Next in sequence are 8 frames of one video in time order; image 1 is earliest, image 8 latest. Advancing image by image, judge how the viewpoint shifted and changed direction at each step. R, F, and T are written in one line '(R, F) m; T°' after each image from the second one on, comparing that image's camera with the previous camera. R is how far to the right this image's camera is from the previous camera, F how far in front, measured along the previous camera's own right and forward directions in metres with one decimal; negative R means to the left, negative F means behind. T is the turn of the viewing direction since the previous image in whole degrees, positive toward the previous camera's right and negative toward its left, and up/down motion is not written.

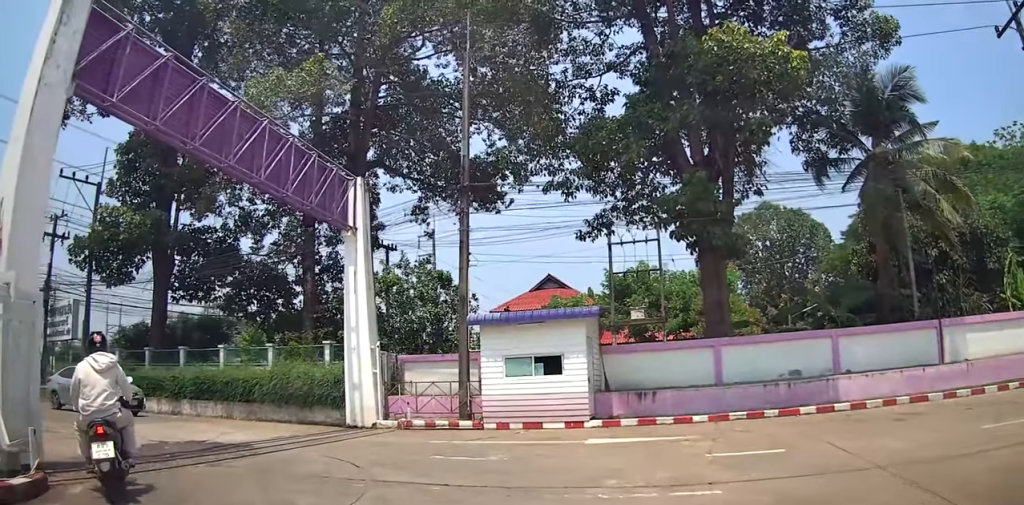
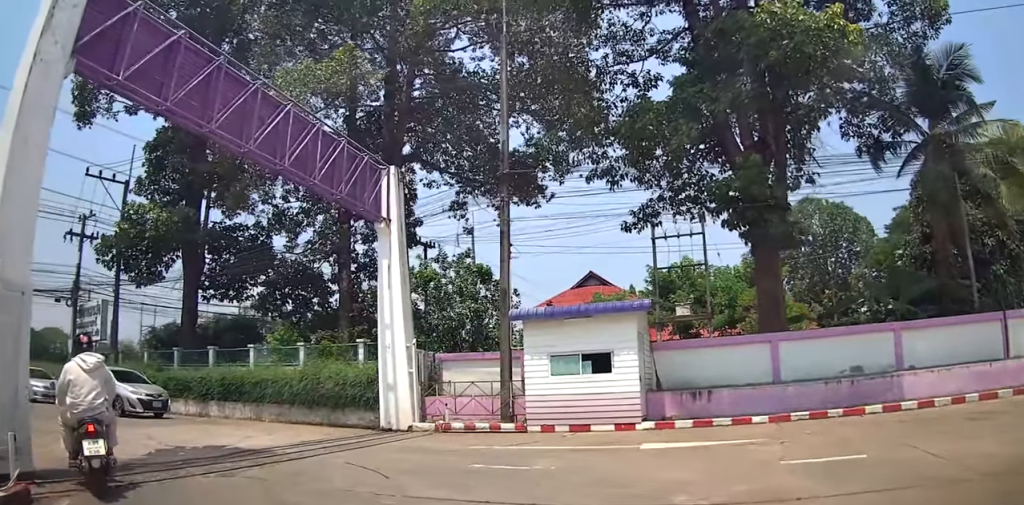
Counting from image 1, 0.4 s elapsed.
(-0.1, +1.9) m; -4°
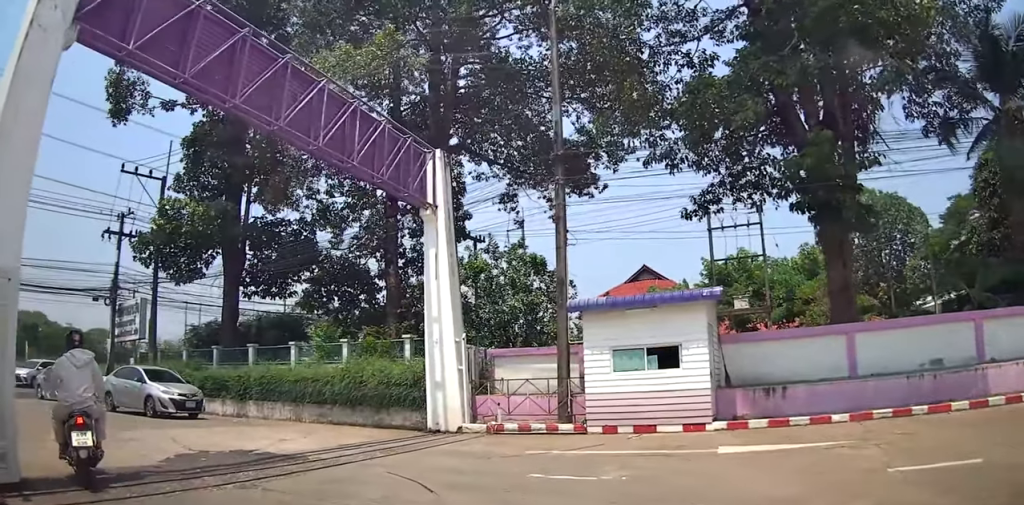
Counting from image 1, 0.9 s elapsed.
(-0.1, +2.1) m; -4°
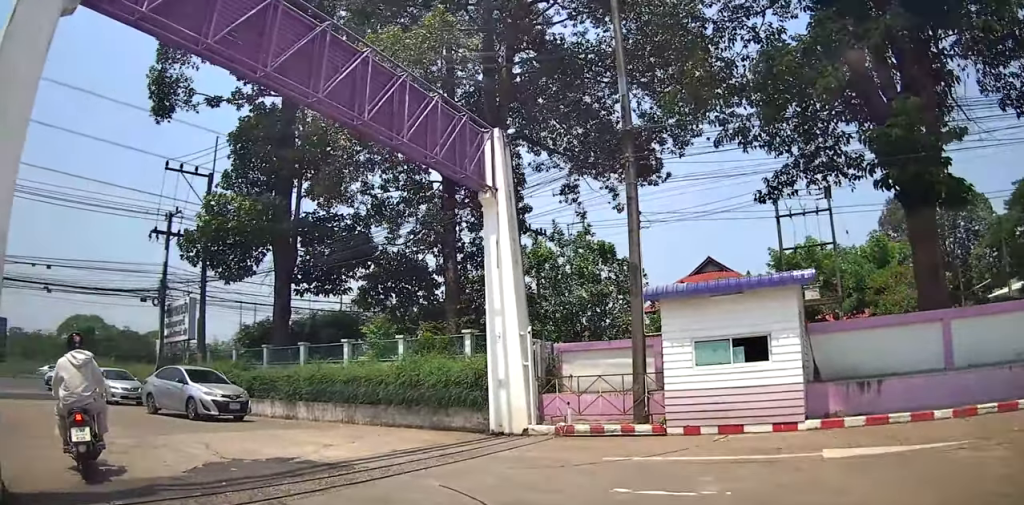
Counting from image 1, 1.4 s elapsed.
(-0.1, +2.3) m; -3°
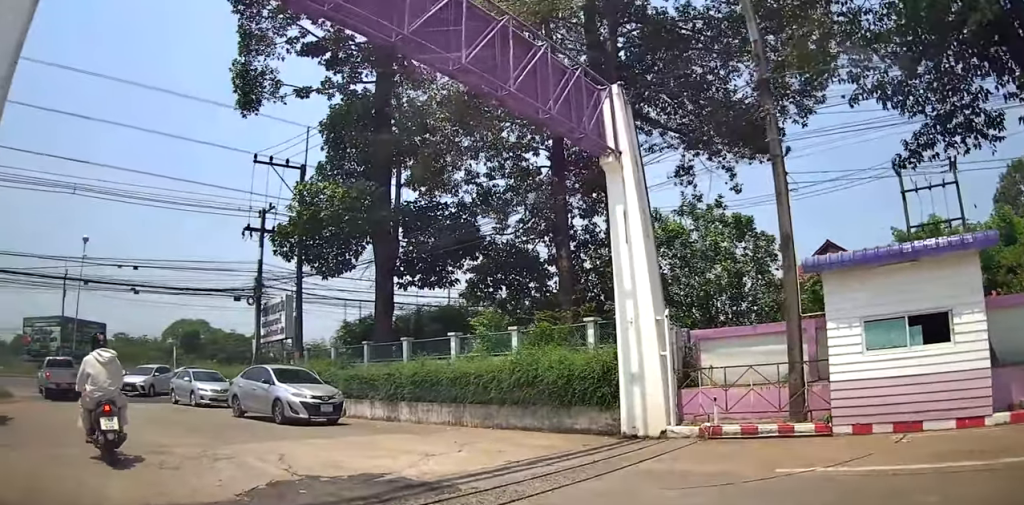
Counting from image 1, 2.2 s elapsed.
(-0.2, +3.3) m; -4°
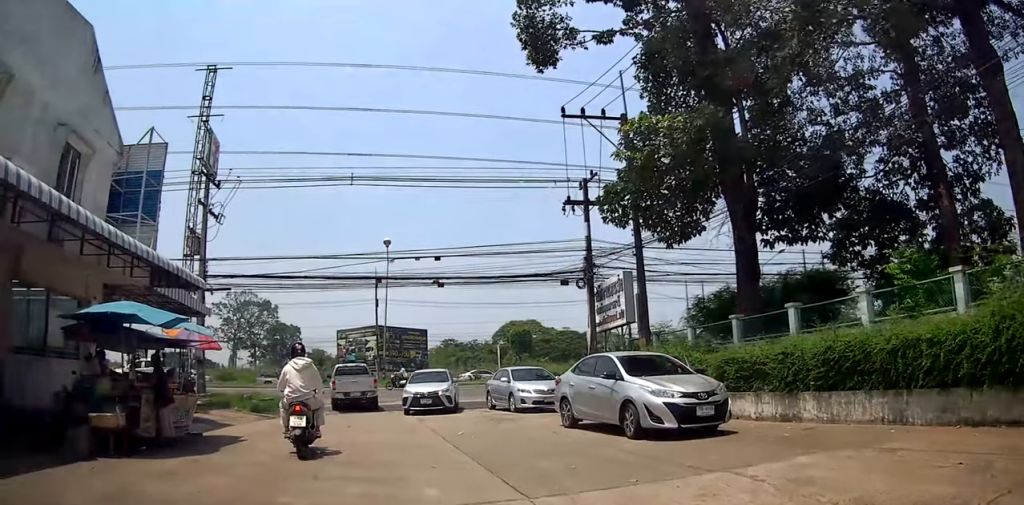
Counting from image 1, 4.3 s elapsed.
(-3.1, +9.2) m; -37°
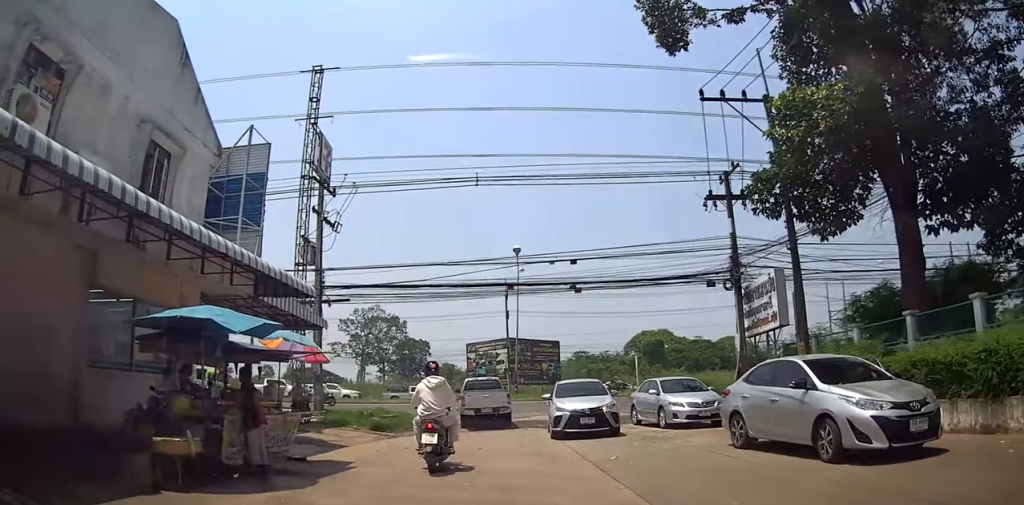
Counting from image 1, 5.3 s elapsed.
(-0.1, +4.3) m; -13°
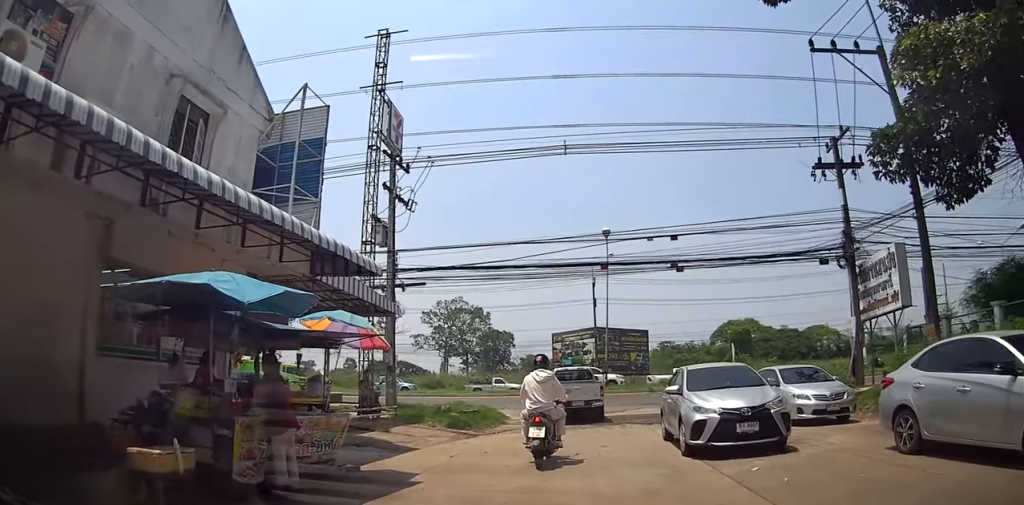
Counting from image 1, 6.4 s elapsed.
(-1.2, +5.0) m; -18°
